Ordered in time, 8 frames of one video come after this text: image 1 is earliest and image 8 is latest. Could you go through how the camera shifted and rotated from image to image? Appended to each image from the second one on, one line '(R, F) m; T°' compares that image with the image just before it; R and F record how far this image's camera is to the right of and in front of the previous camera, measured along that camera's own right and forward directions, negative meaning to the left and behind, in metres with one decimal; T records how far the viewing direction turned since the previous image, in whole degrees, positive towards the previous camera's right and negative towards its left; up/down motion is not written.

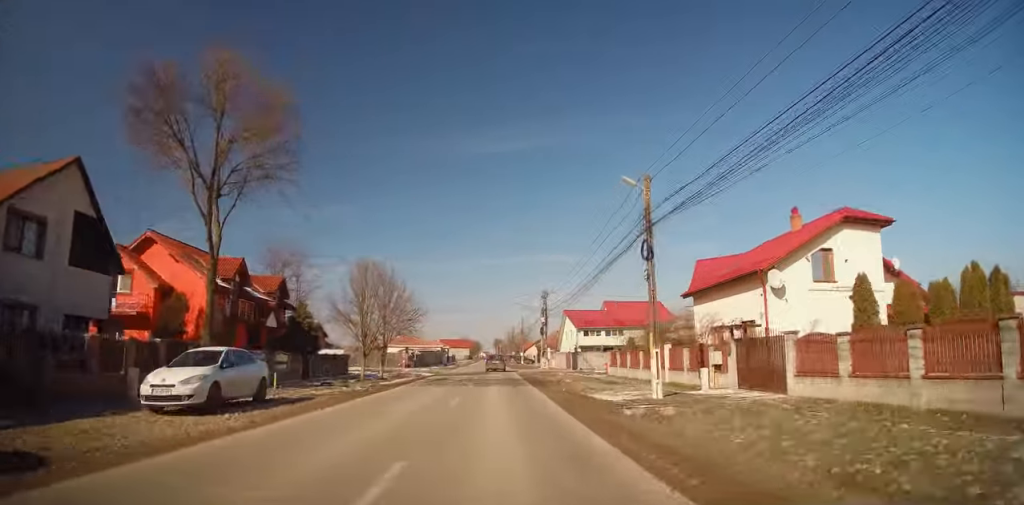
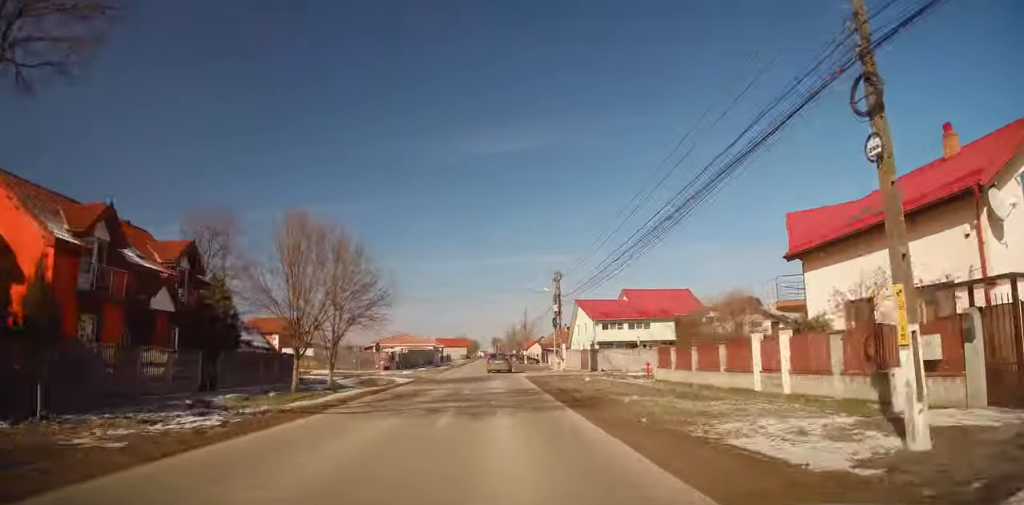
(0.0, +11.6) m; 0°
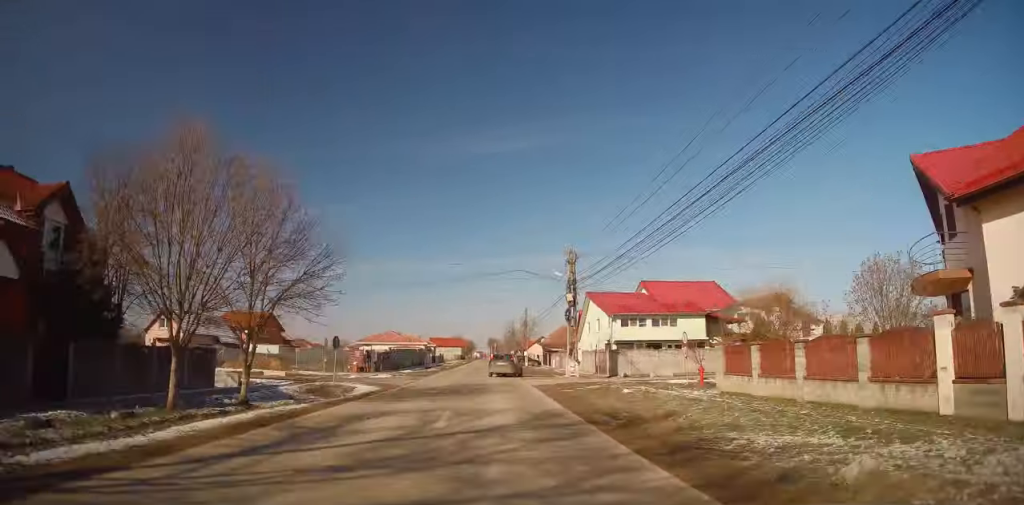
(0.0, +9.1) m; 0°
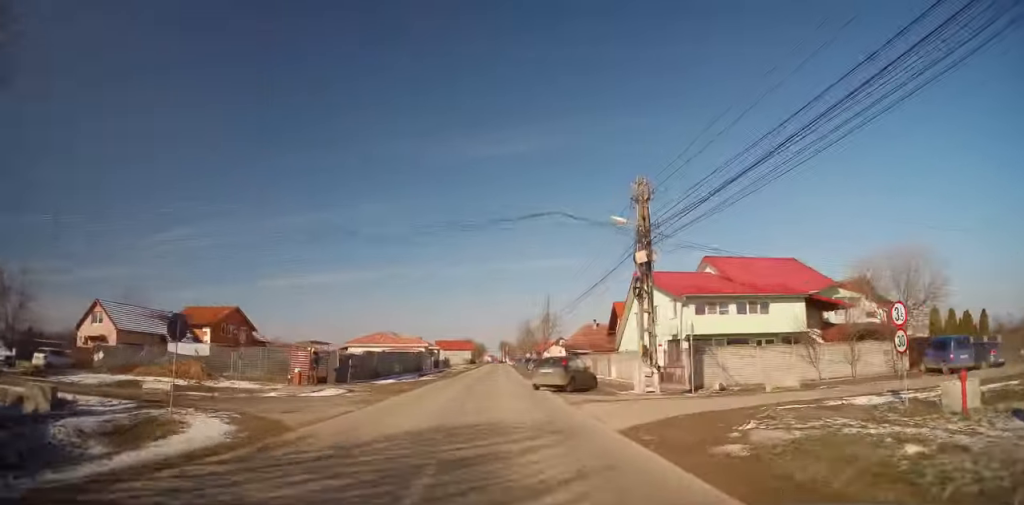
(0.0, +14.9) m; 0°
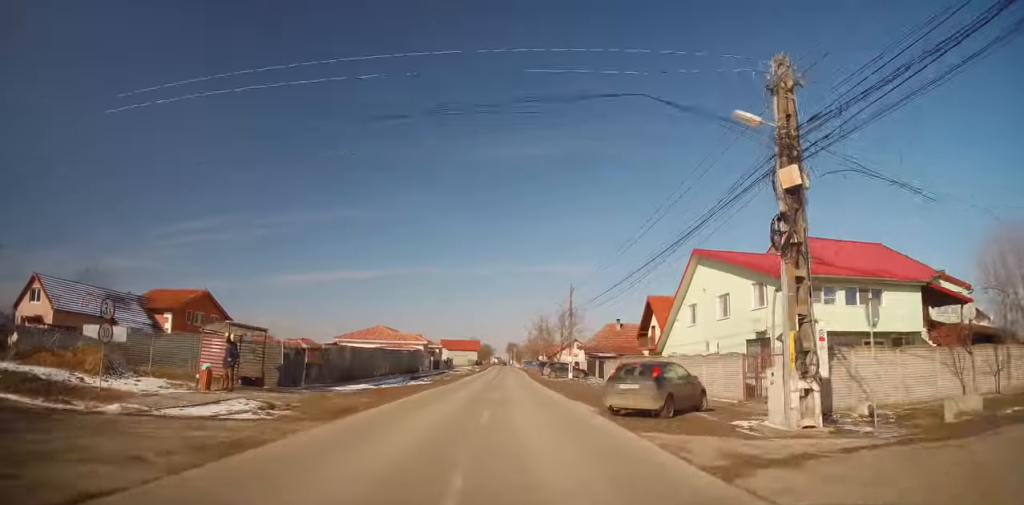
(+0.1, +9.7) m; -1°
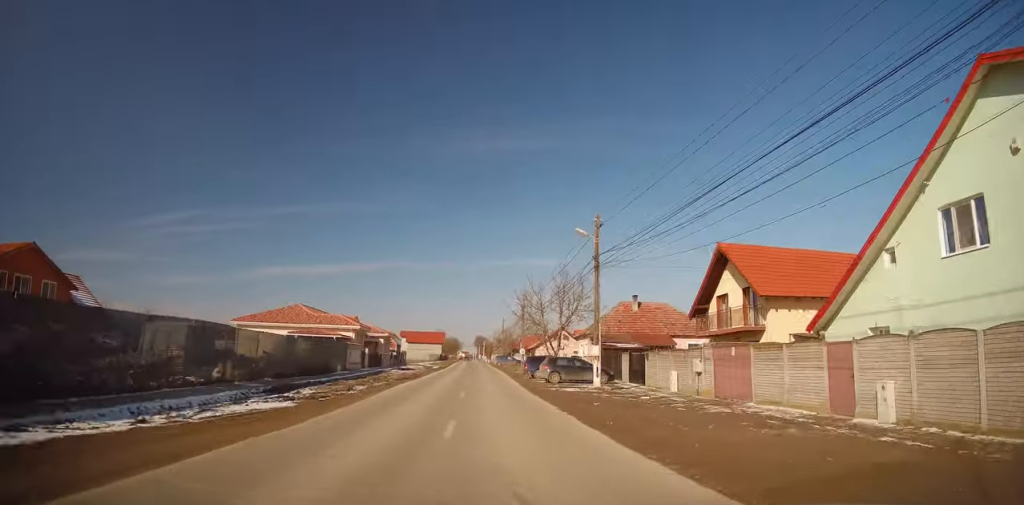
(-0.3, +20.9) m; +2°
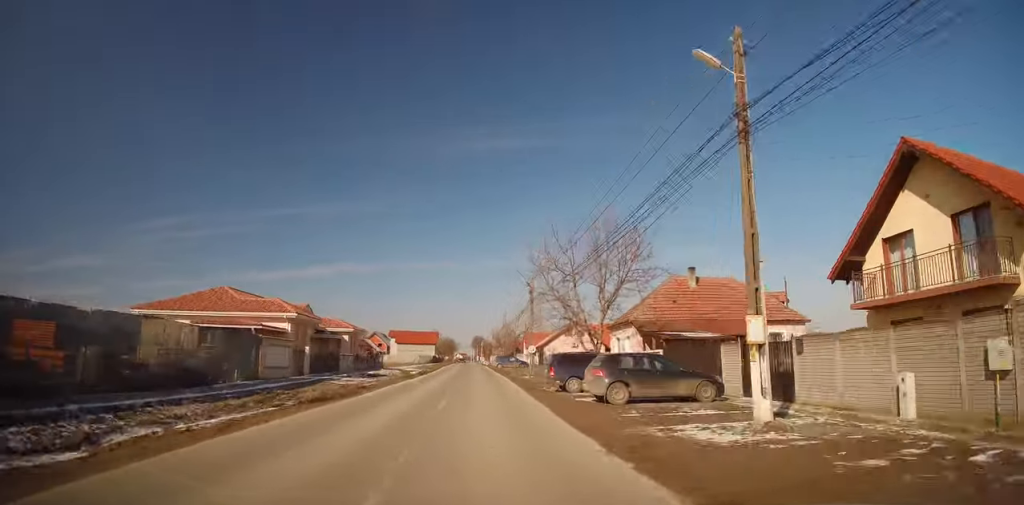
(+0.7, +14.5) m; +1°
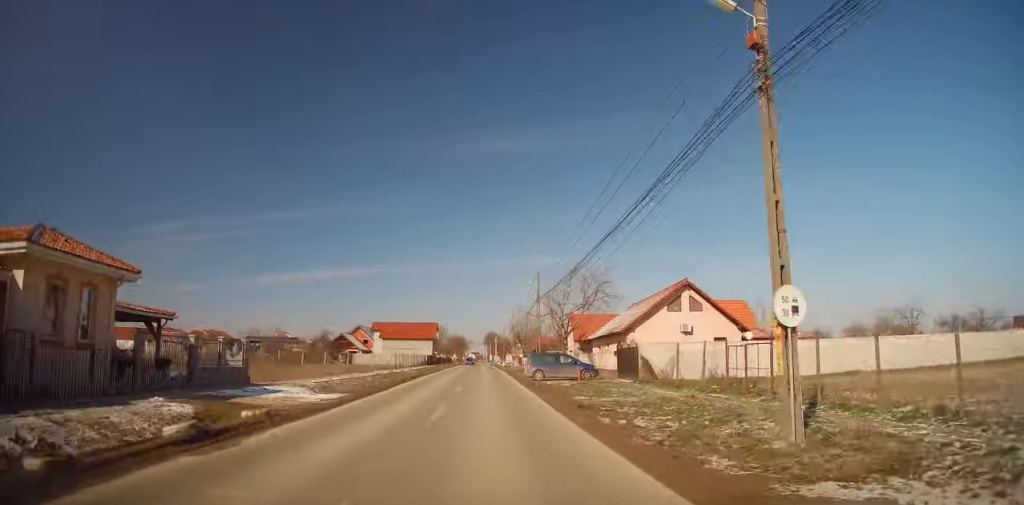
(-0.7, +34.7) m; -2°
